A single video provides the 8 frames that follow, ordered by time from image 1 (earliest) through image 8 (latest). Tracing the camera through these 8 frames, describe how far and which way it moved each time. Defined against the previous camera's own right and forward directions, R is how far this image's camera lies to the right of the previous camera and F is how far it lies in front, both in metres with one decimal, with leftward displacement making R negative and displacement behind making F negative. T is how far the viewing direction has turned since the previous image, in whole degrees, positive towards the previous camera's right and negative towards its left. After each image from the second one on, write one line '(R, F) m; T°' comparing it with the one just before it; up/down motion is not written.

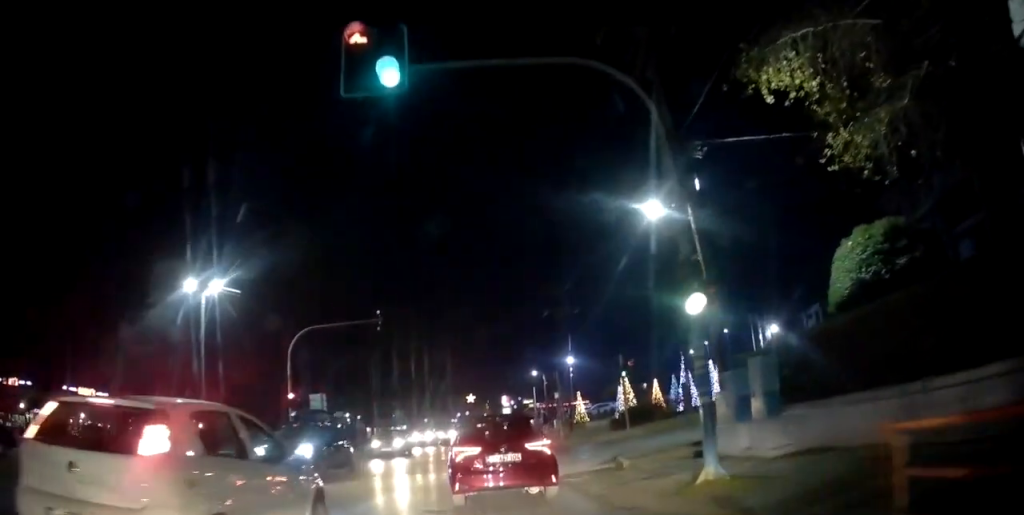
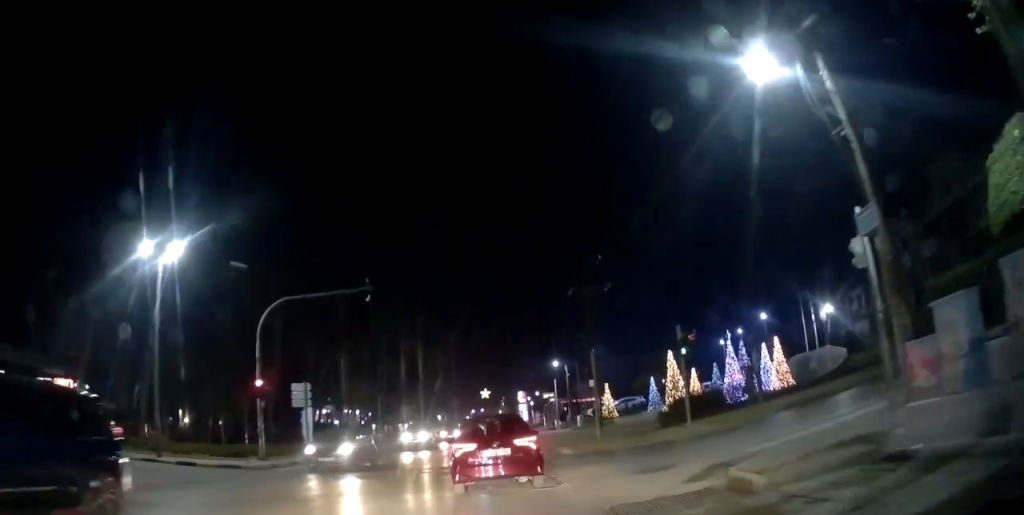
(0.0, +6.2) m; +1°
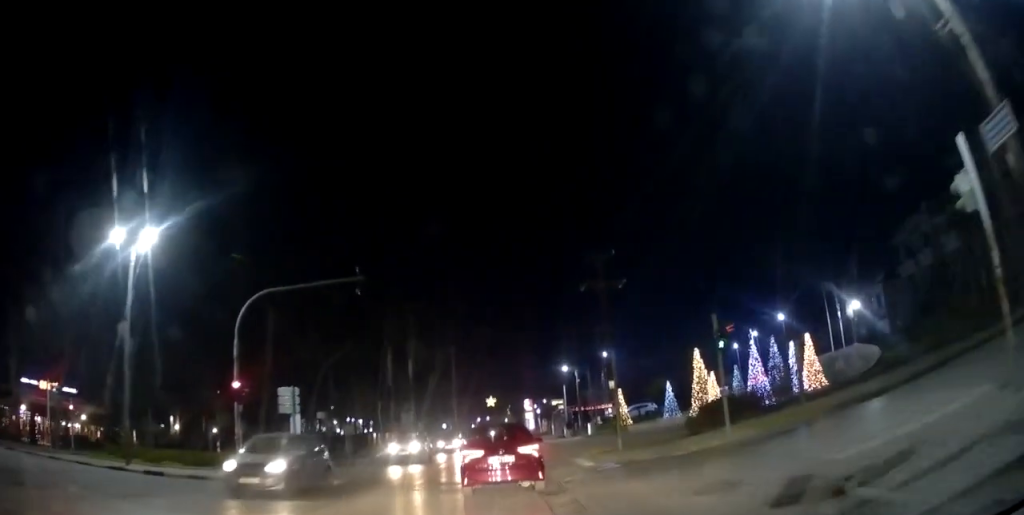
(0.0, +3.1) m; 0°
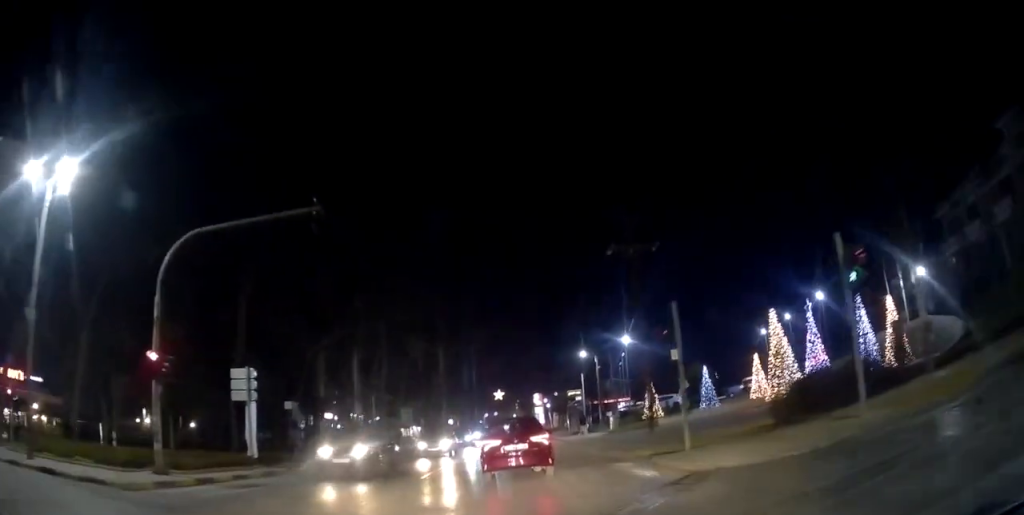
(0.0, +6.4) m; -2°
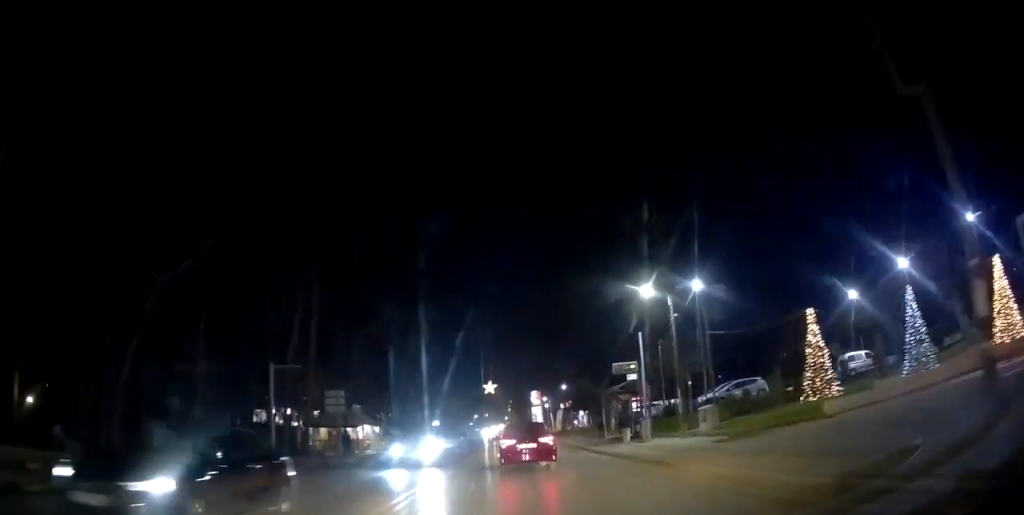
(+0.1, +22.0) m; +3°
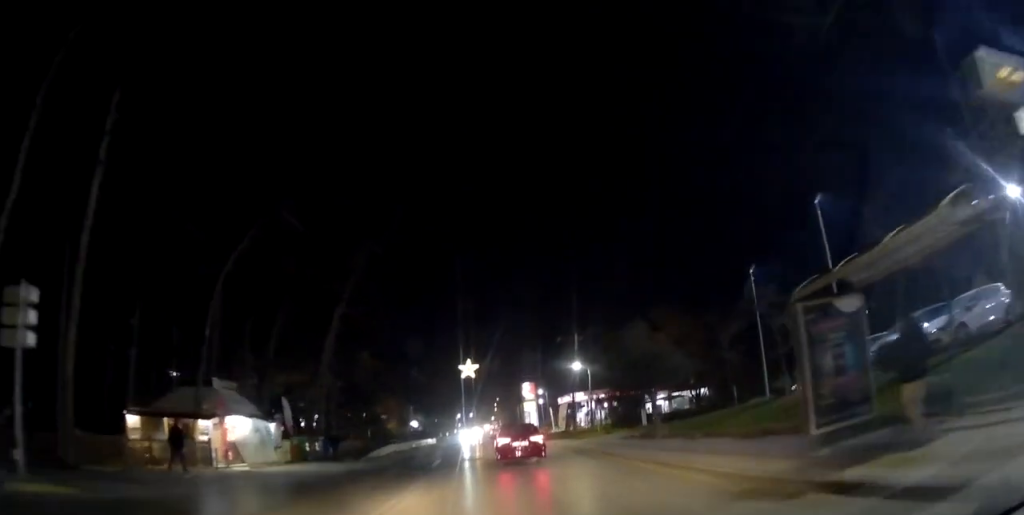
(-0.5, +23.5) m; -4°
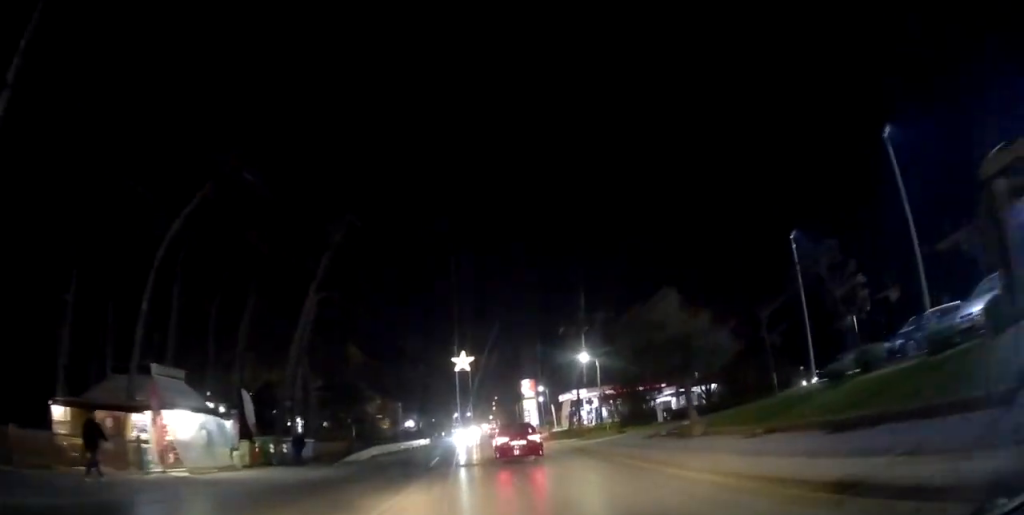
(-0.2, +5.3) m; 0°
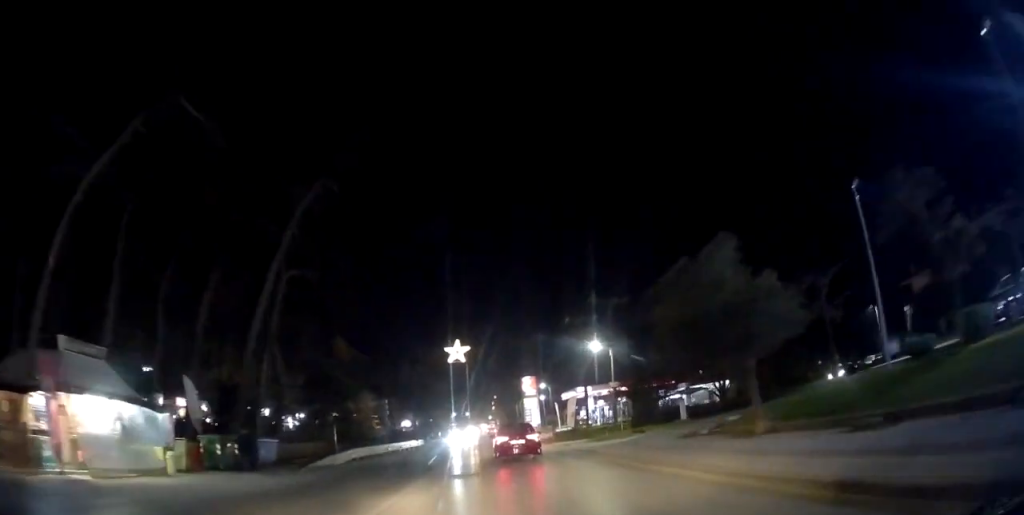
(-0.1, +5.5) m; 0°
